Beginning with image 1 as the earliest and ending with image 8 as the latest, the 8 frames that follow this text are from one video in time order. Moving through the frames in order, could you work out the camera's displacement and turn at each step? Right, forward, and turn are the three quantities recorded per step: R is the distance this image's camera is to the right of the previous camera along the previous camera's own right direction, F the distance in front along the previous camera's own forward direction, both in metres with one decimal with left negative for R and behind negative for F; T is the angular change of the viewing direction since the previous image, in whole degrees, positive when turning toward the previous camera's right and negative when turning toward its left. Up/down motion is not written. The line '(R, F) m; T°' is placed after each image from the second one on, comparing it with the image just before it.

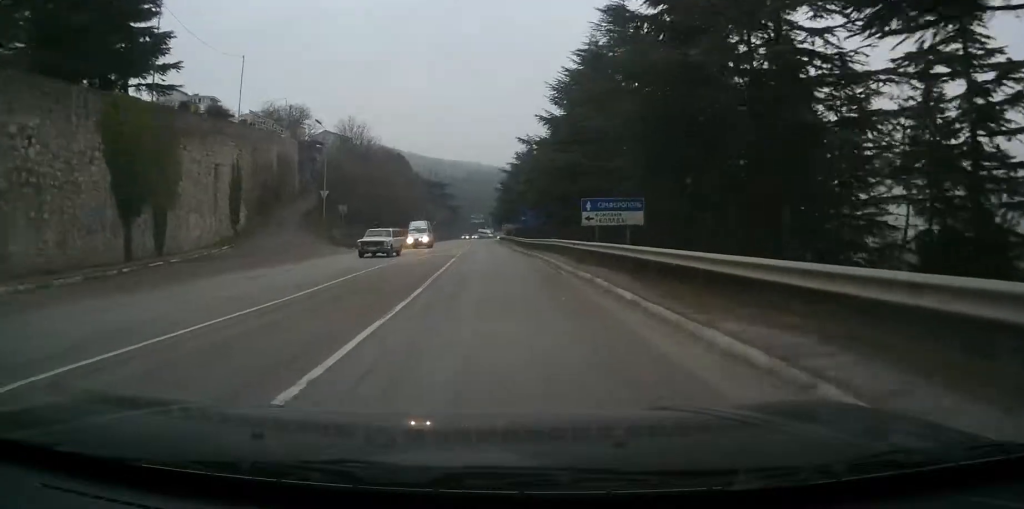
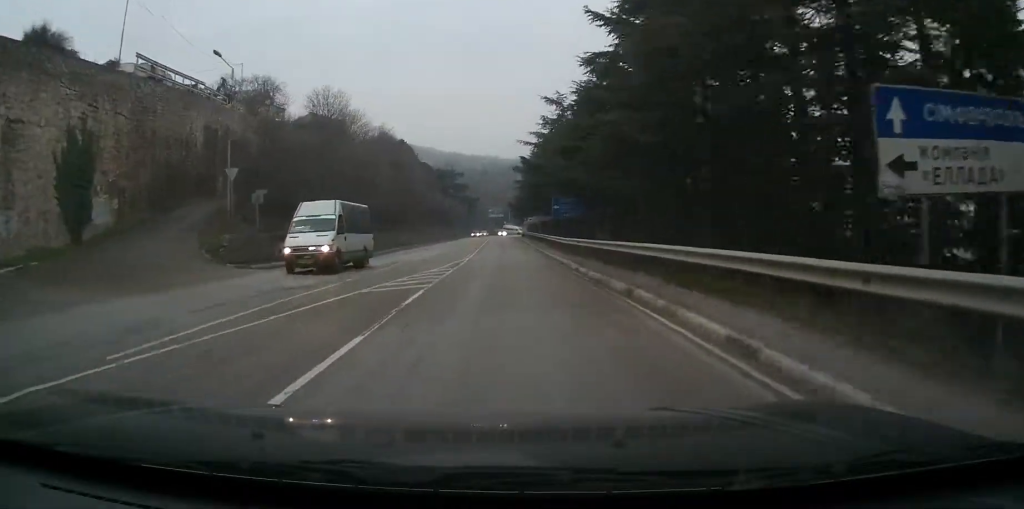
(-0.7, +22.6) m; 0°
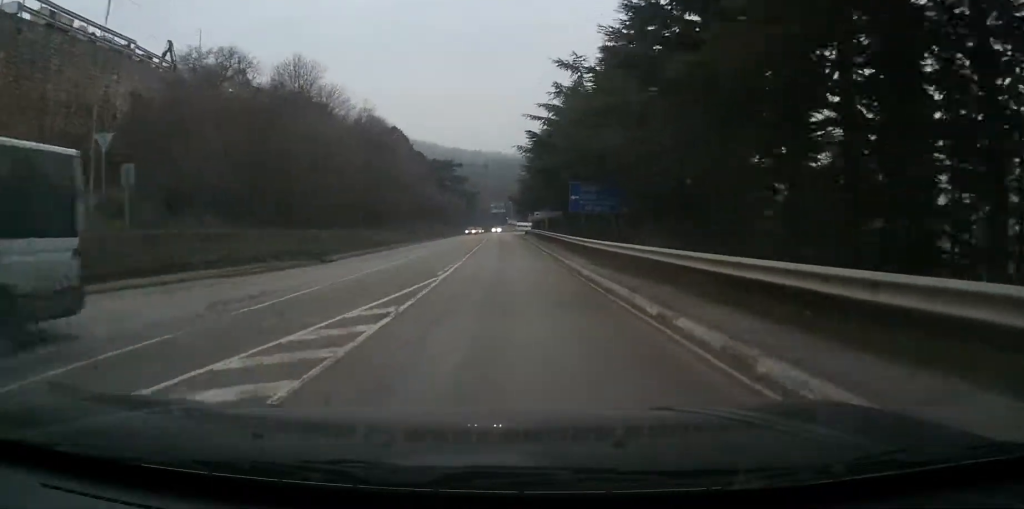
(+0.6, +12.1) m; -2°
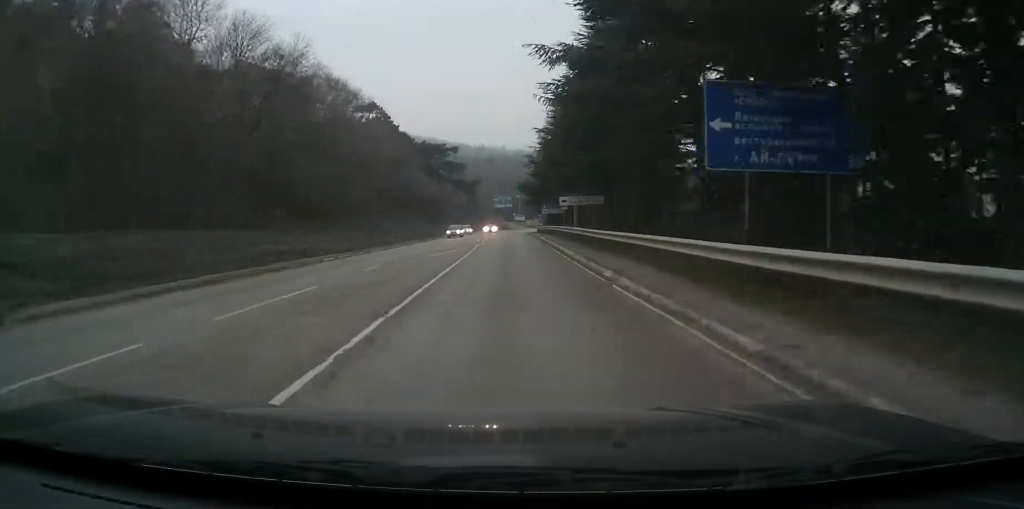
(-1.5, +25.6) m; -2°
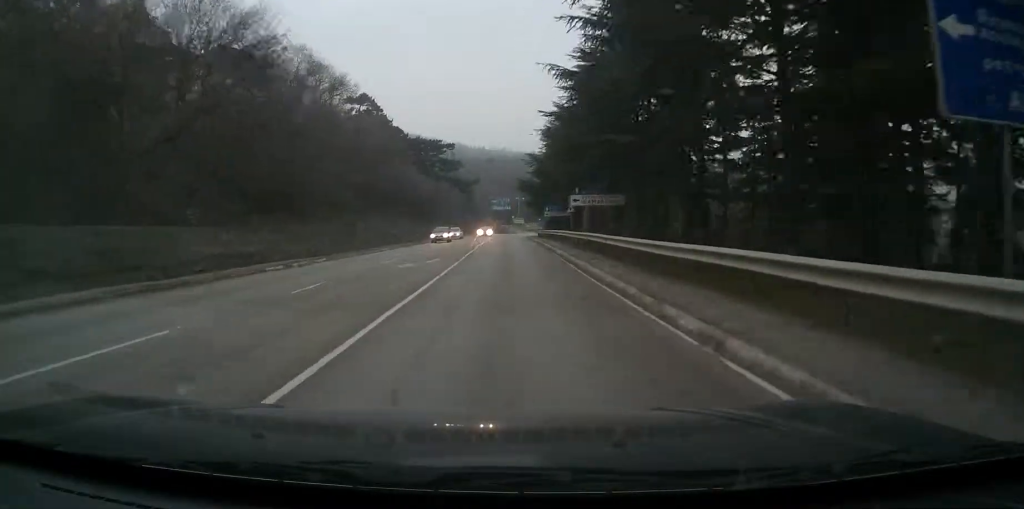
(+0.2, +7.3) m; +1°
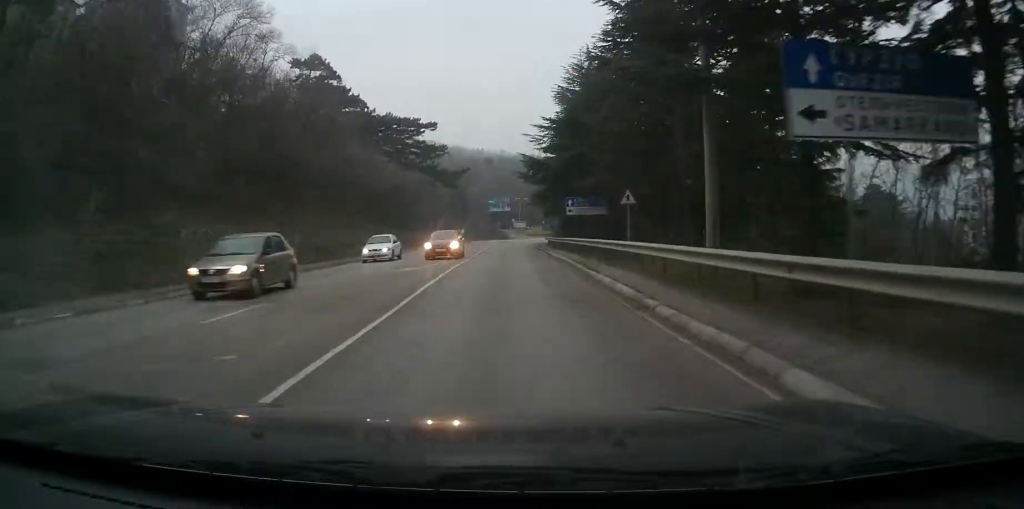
(+0.4, +25.3) m; +1°
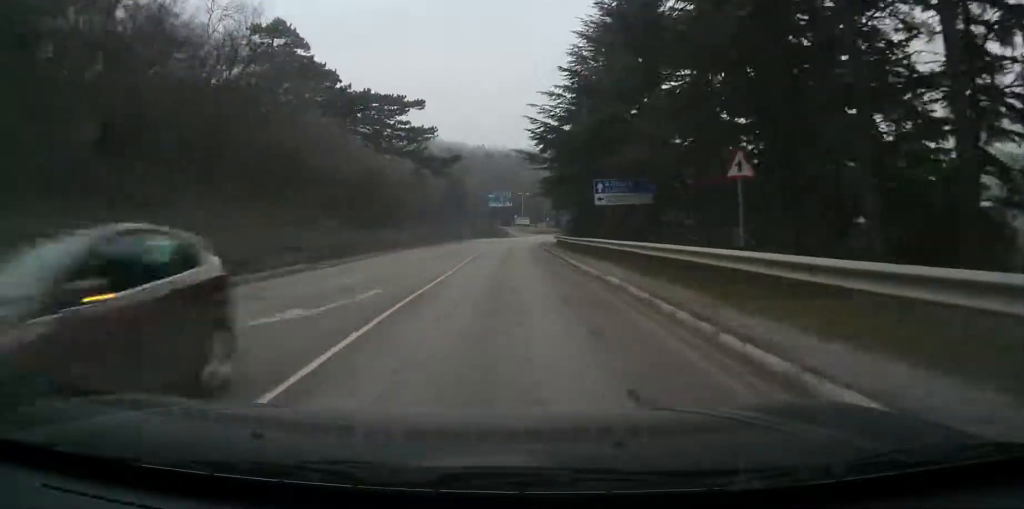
(0.0, +12.9) m; 0°
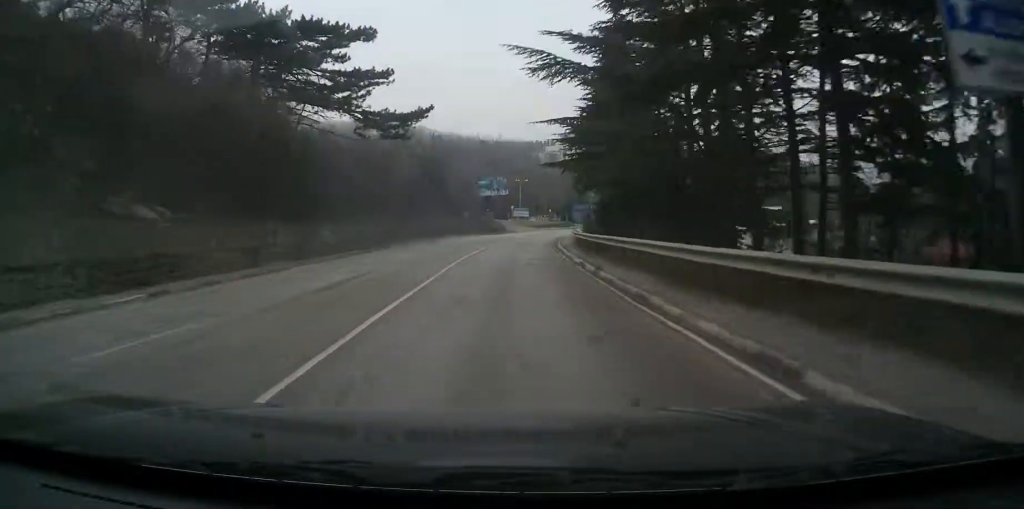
(0.0, +23.5) m; +2°
